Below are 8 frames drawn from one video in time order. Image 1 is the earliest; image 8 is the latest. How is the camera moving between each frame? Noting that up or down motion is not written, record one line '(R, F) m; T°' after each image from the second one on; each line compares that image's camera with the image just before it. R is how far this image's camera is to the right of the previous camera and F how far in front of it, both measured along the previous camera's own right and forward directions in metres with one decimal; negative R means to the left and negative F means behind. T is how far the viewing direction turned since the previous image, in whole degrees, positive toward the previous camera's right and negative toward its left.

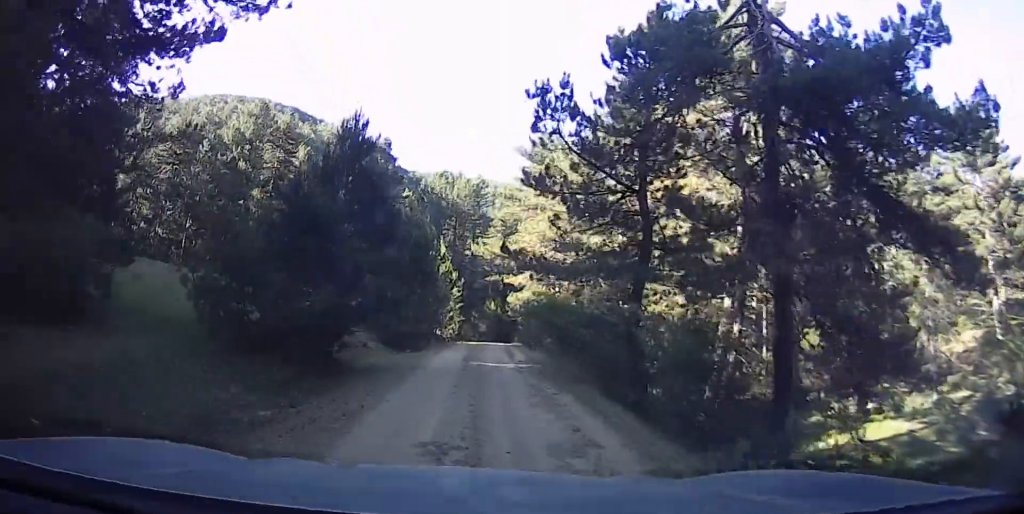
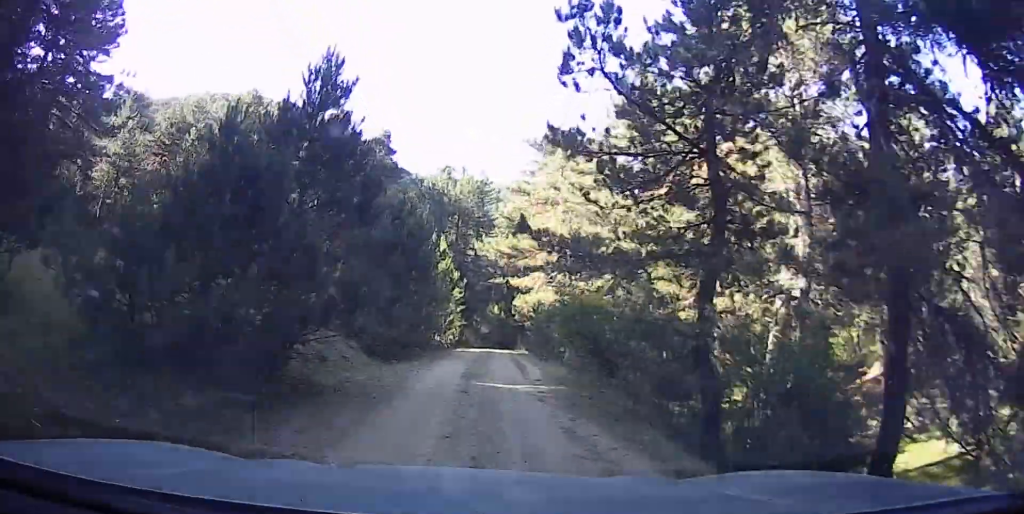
(+0.2, +3.7) m; +3°
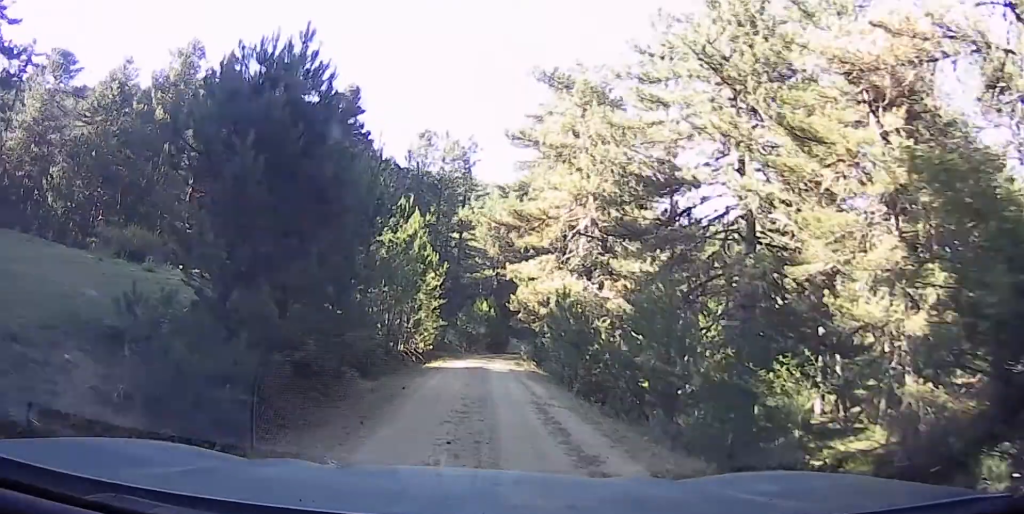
(+0.6, +11.1) m; +2°
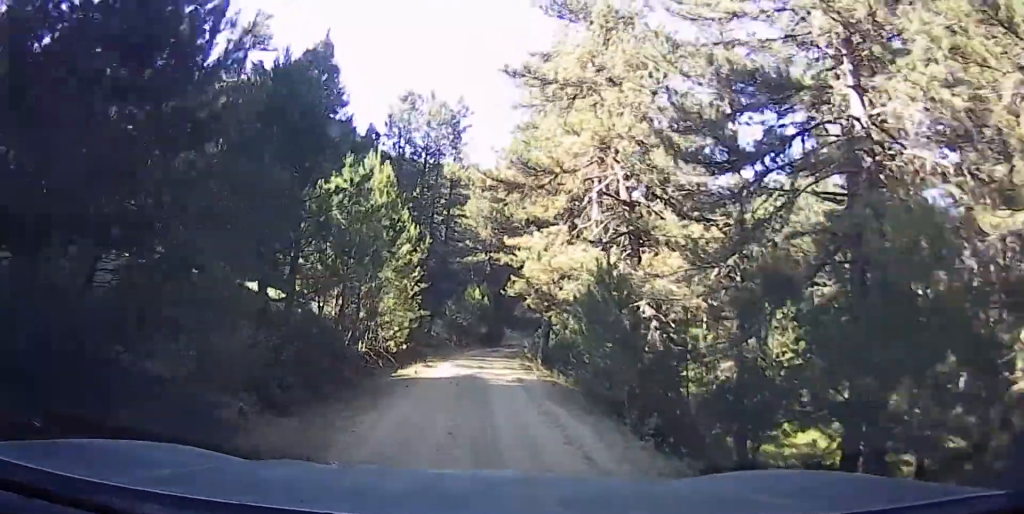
(-0.1, +6.5) m; -1°
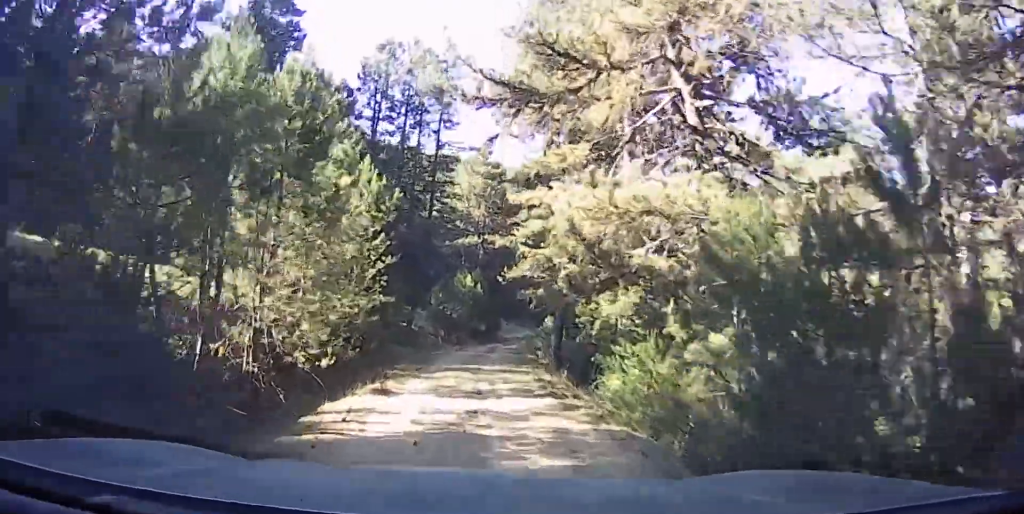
(0.0, +7.9) m; 0°
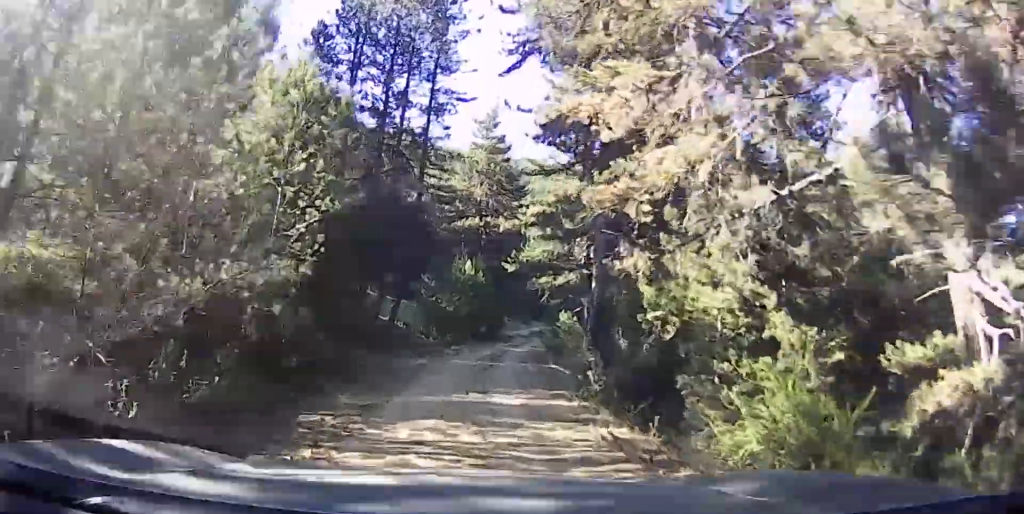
(0.0, +7.3) m; 0°
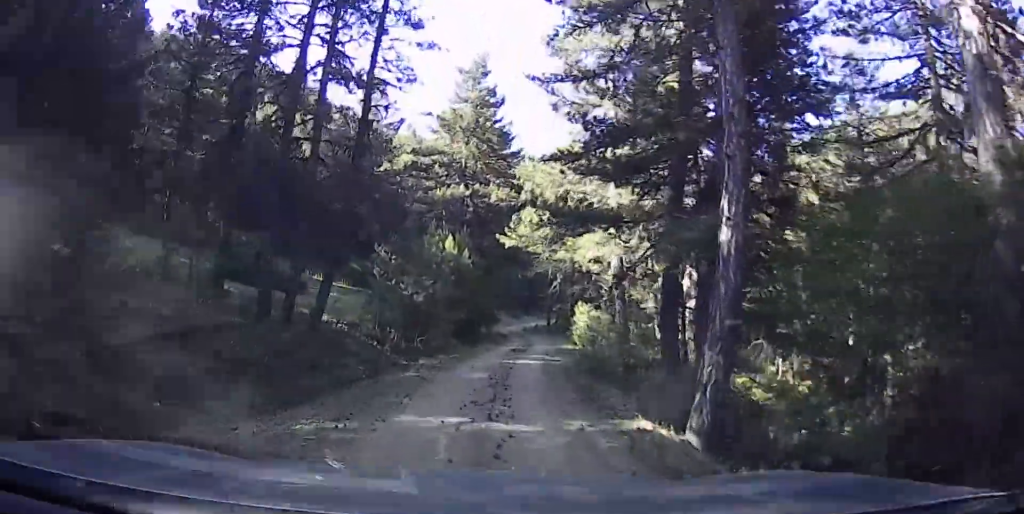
(0.0, +10.7) m; 0°
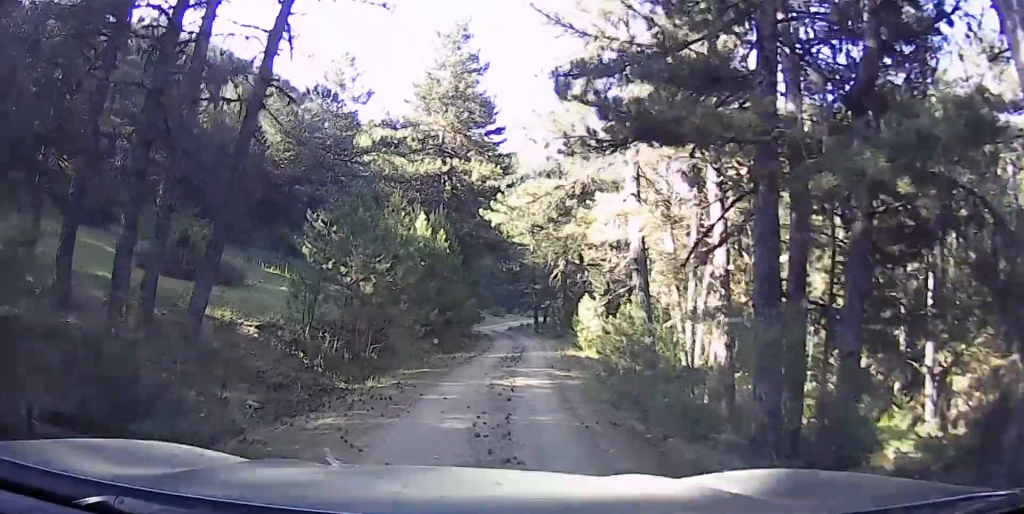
(0.0, +6.3) m; 0°
